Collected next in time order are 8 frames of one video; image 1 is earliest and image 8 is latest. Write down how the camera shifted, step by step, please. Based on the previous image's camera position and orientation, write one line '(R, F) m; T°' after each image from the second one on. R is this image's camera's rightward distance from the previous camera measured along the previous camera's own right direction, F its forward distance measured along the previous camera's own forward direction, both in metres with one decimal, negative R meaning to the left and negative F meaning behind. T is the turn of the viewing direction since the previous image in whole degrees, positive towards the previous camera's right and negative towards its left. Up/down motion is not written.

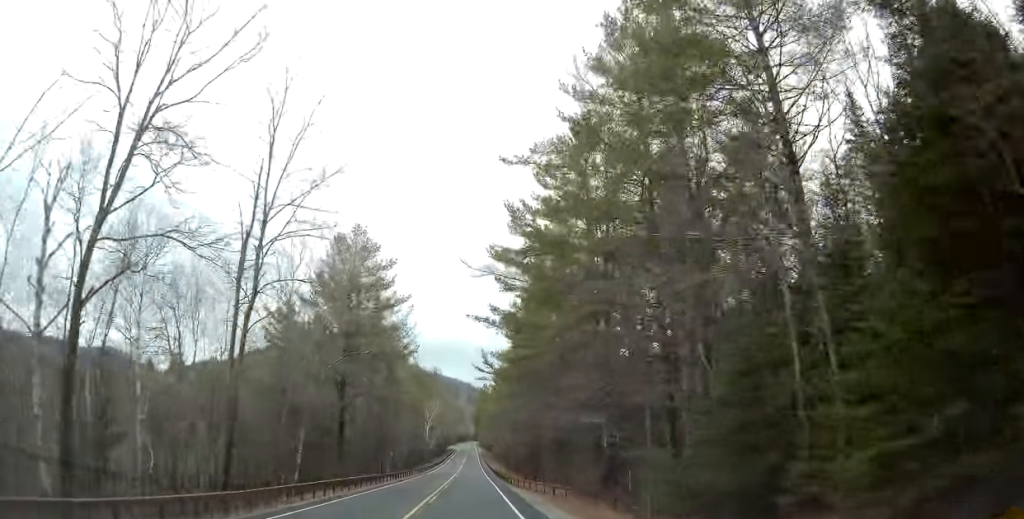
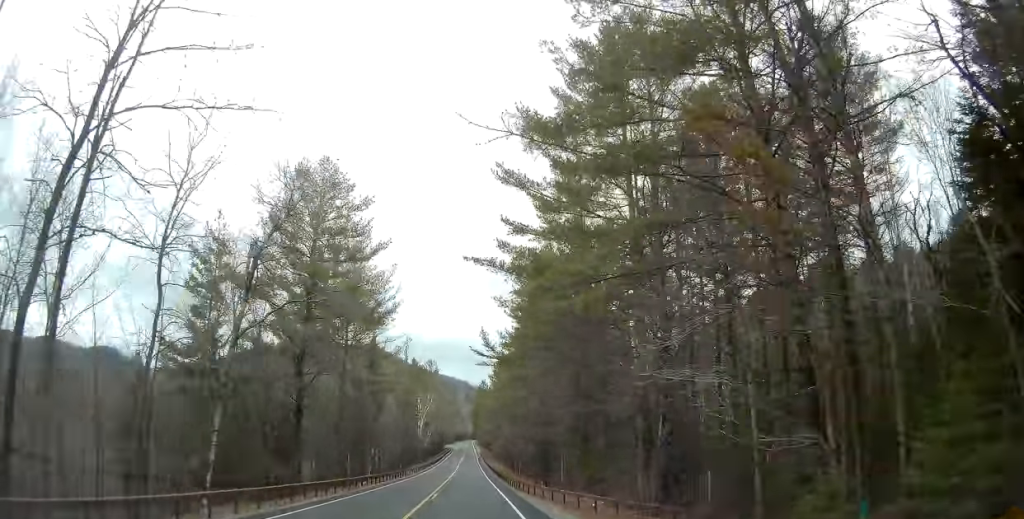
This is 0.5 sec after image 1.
(-0.1, +12.1) m; 0°
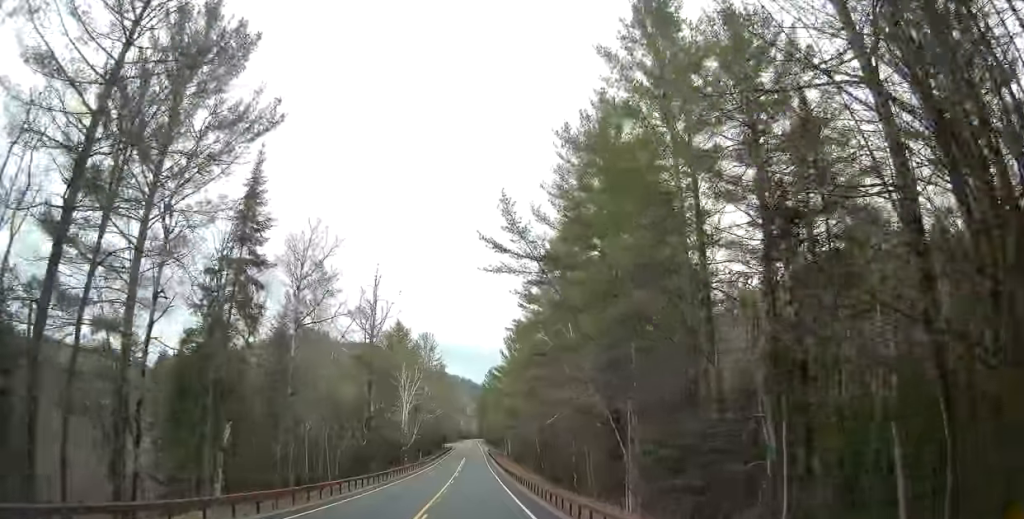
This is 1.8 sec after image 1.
(+0.4, +35.4) m; 0°
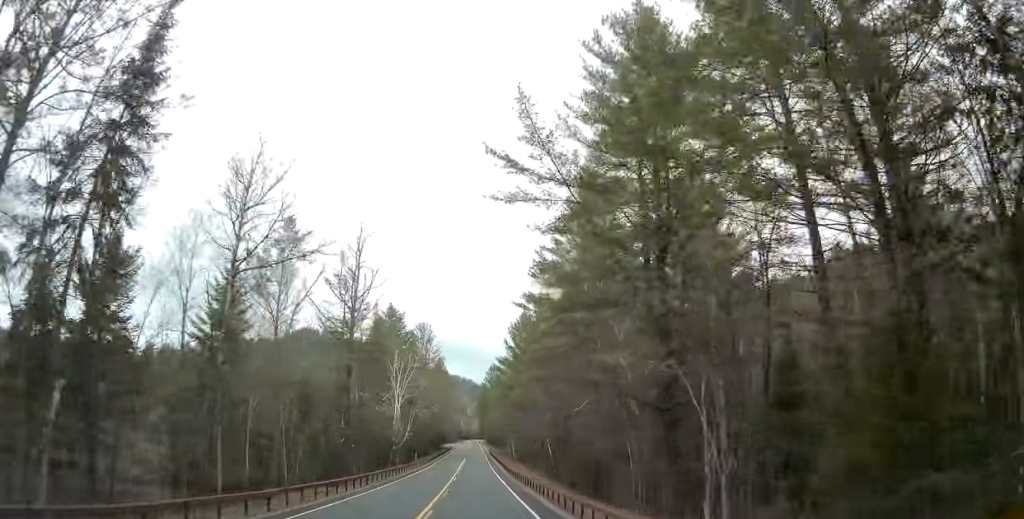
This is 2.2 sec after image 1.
(-0.1, +10.4) m; 0°
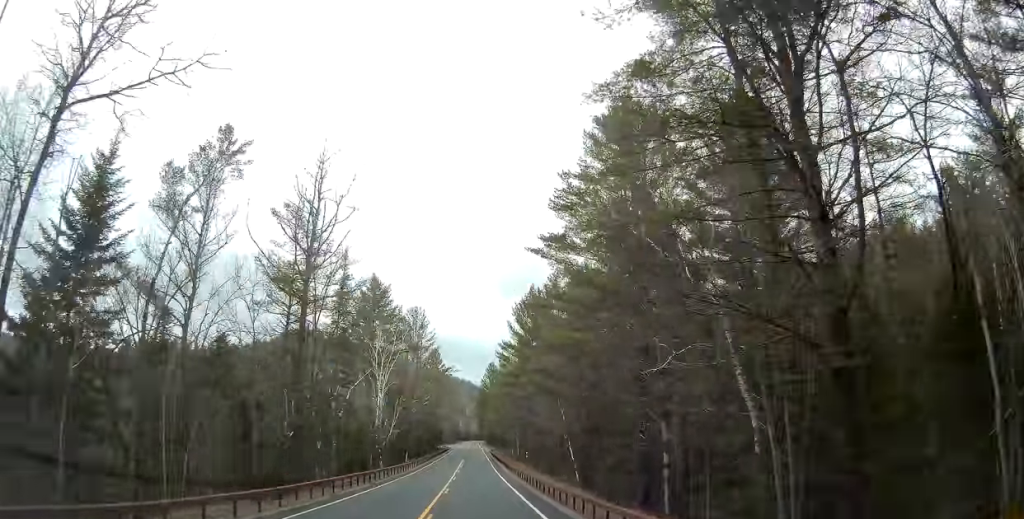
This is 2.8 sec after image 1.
(-0.1, +13.9) m; 0°
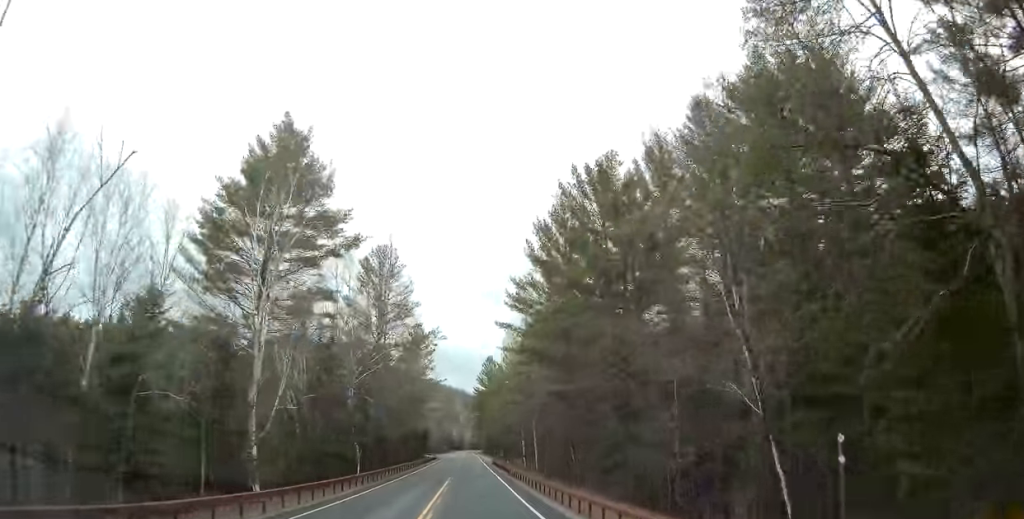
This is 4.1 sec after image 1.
(0.0, +36.2) m; 0°
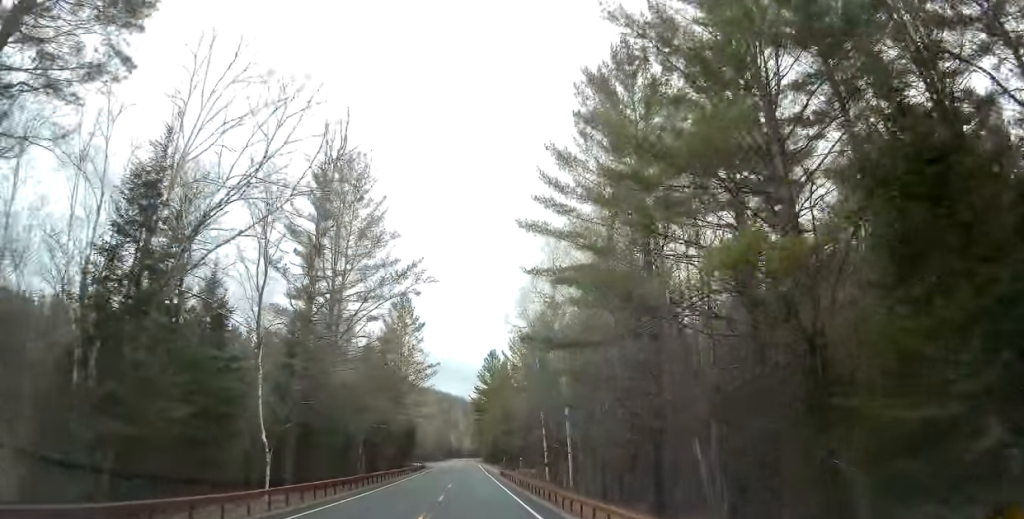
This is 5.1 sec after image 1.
(+0.1, +24.8) m; 0°
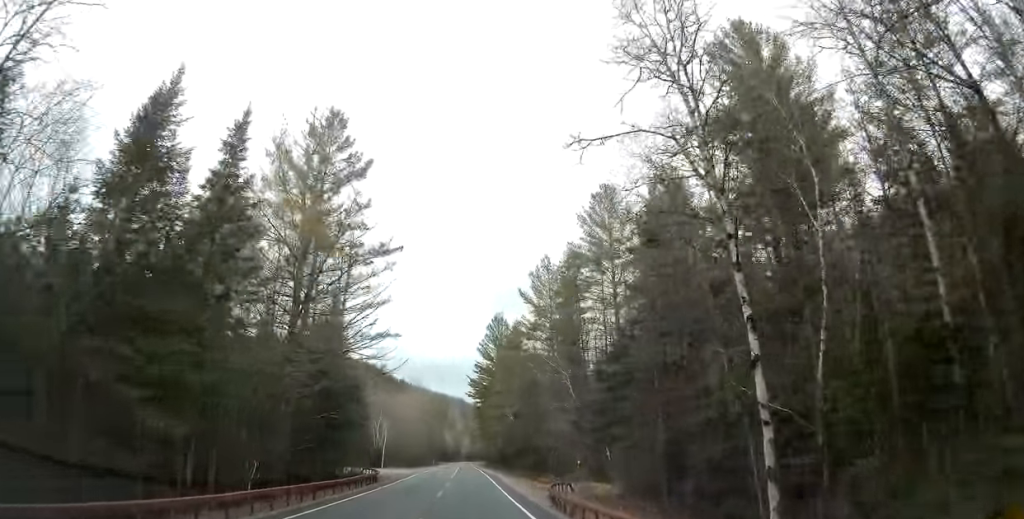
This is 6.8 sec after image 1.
(0.0, +45.0) m; 0°
